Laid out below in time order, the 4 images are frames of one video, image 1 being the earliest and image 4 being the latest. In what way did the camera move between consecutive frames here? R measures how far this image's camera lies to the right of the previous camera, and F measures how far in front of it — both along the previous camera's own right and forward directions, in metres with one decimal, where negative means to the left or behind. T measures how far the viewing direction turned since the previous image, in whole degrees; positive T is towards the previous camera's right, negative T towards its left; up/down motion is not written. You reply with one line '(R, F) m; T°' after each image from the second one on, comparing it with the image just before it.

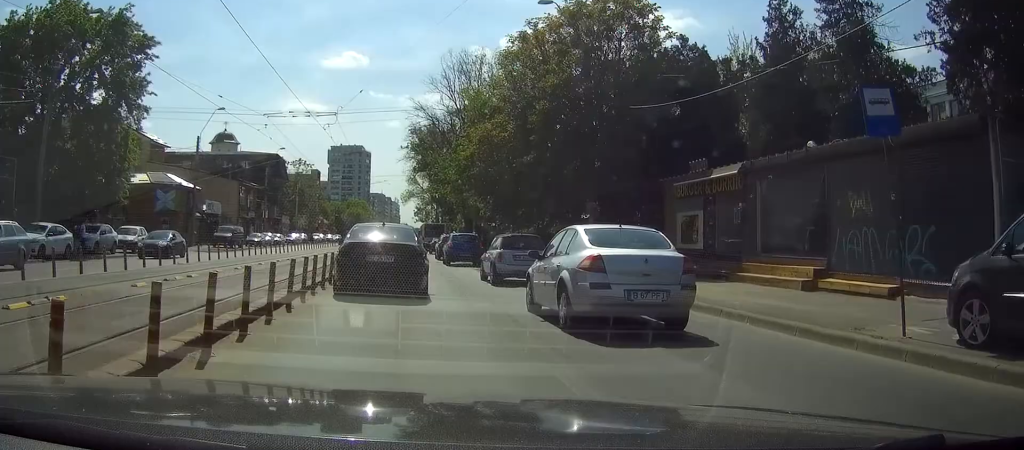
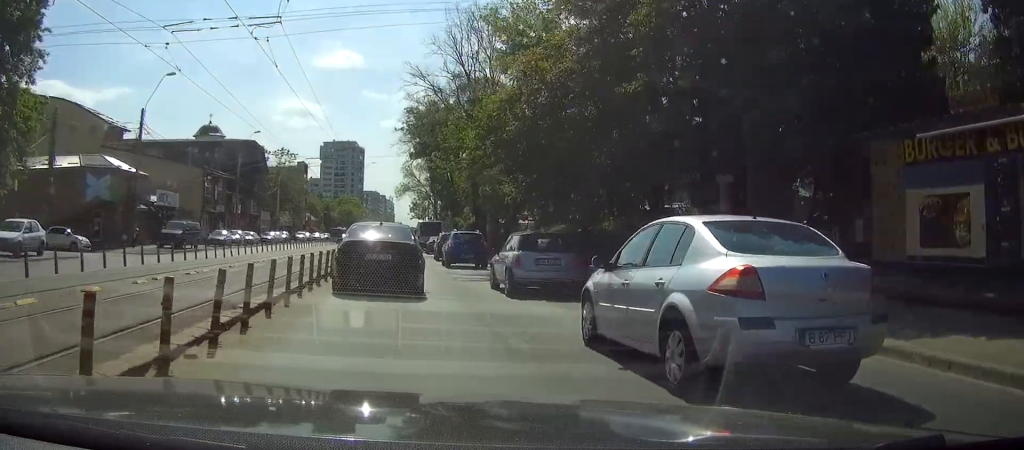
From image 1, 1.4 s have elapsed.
(+0.5, +13.3) m; +2°
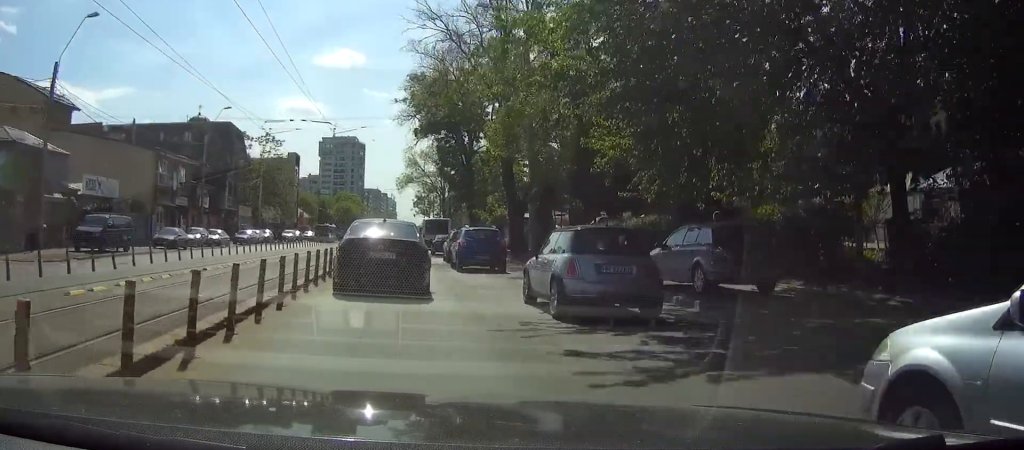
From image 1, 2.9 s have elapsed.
(-0.1, +14.8) m; -1°
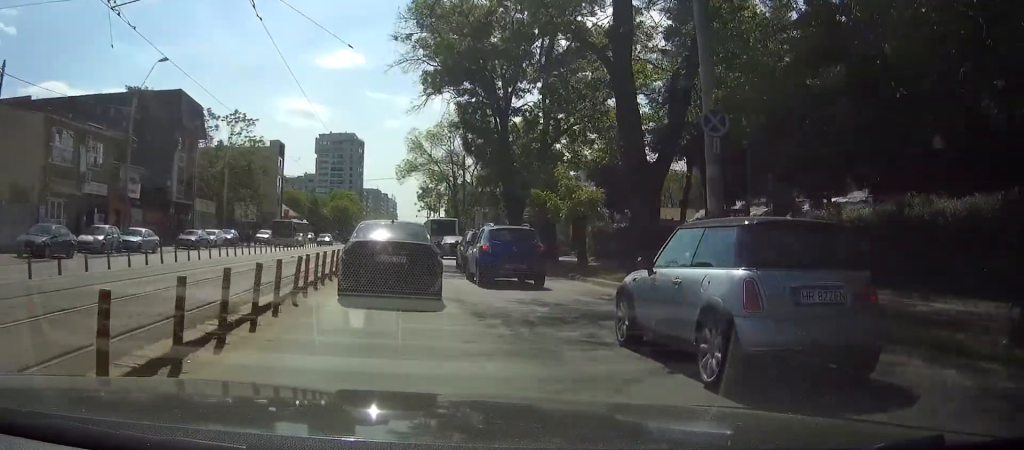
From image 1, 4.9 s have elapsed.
(-0.3, +20.0) m; 0°
